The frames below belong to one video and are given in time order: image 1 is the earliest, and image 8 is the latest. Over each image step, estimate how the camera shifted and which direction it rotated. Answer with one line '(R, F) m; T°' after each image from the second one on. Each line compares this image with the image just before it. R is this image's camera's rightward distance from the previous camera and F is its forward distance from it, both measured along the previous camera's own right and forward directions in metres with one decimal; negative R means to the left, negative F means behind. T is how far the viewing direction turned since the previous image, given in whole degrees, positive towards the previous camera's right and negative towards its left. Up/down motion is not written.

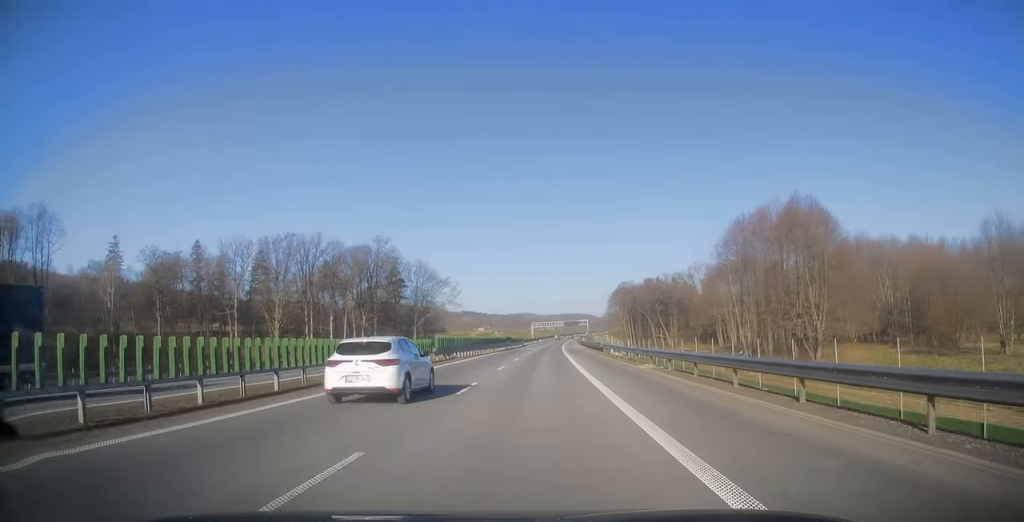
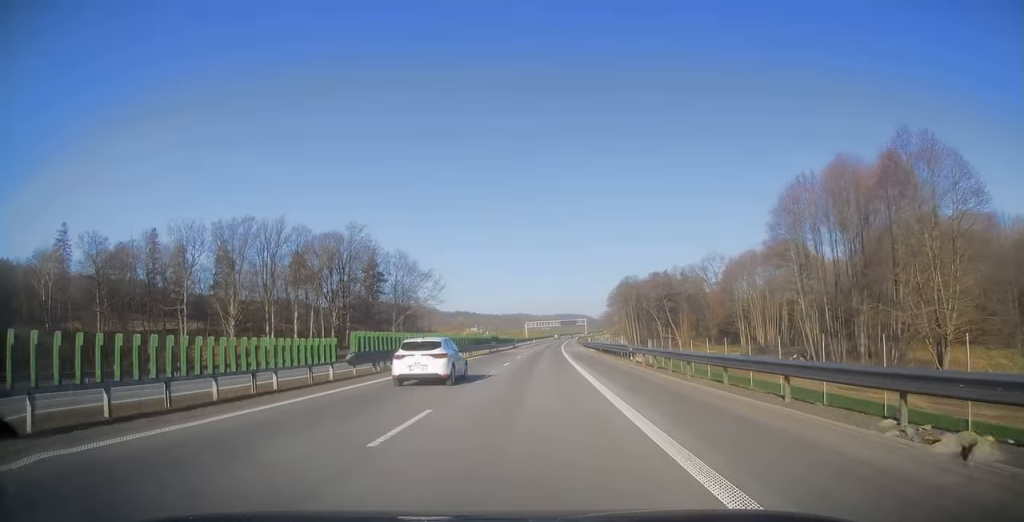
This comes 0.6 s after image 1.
(0.0, +19.4) m; 0°
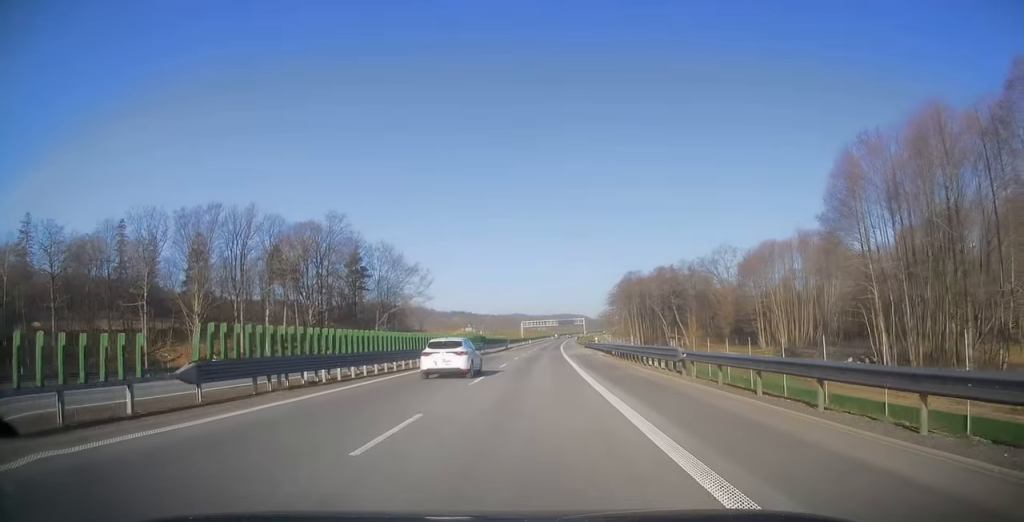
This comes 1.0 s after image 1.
(-0.2, +12.6) m; 0°
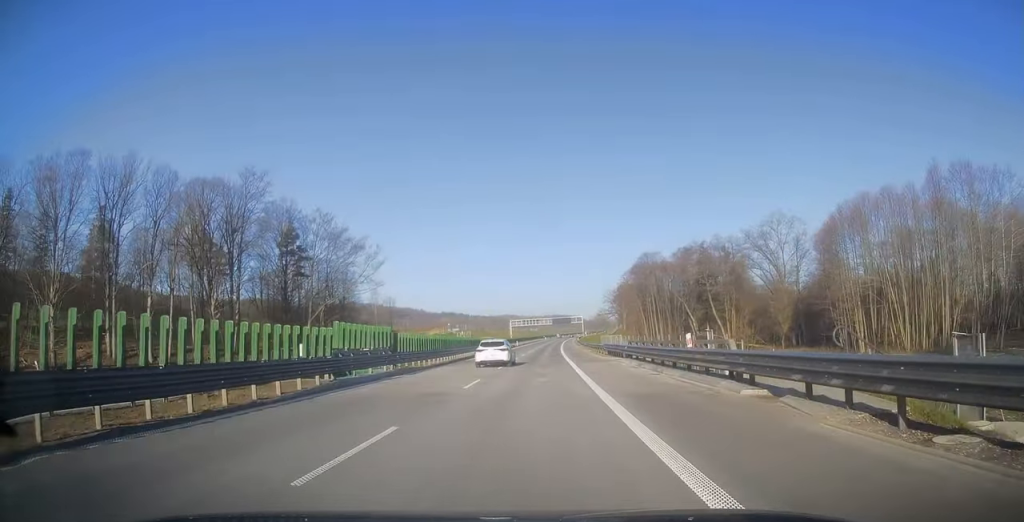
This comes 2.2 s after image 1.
(+0.4, +37.2) m; +1°
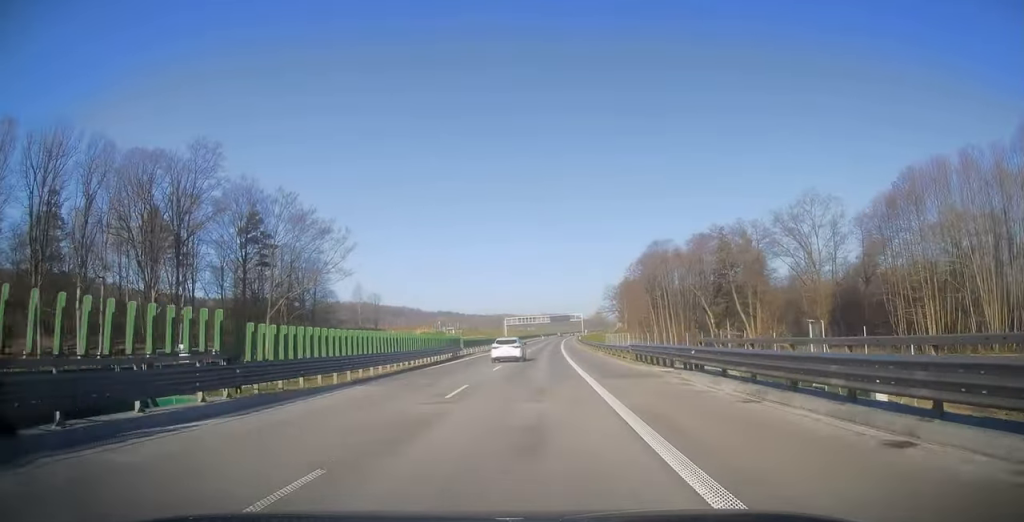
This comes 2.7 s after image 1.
(0.0, +15.2) m; 0°
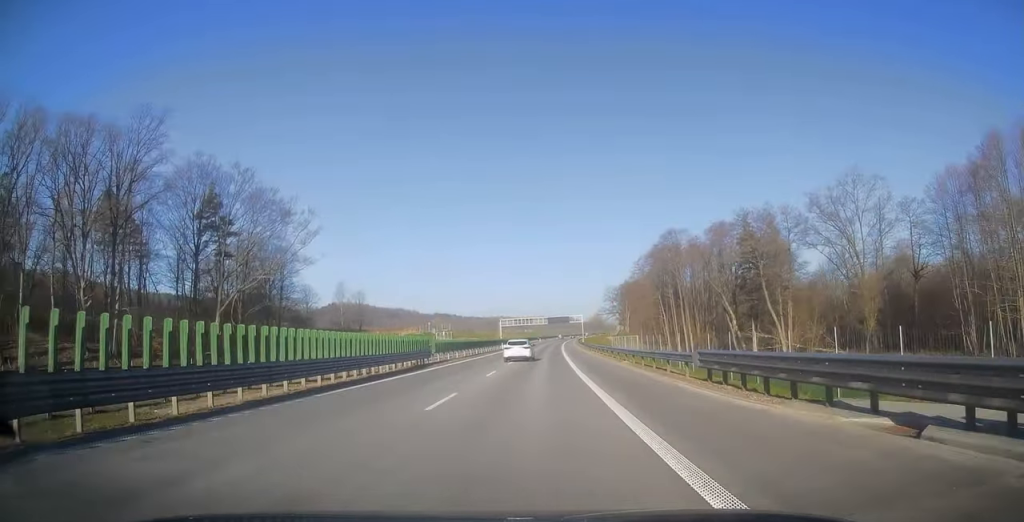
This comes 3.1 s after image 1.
(0.0, +14.2) m; 0°
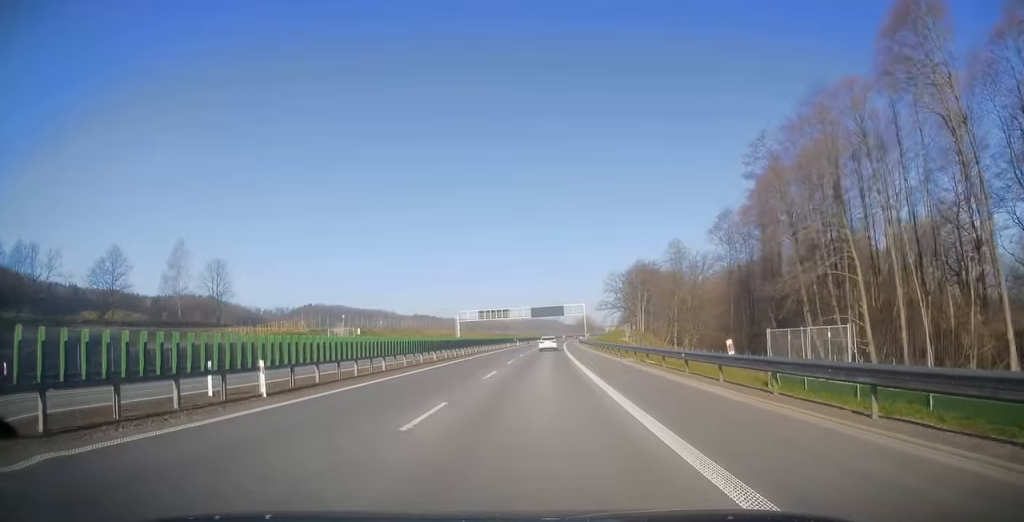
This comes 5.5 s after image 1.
(+2.0, +74.3) m; +2°
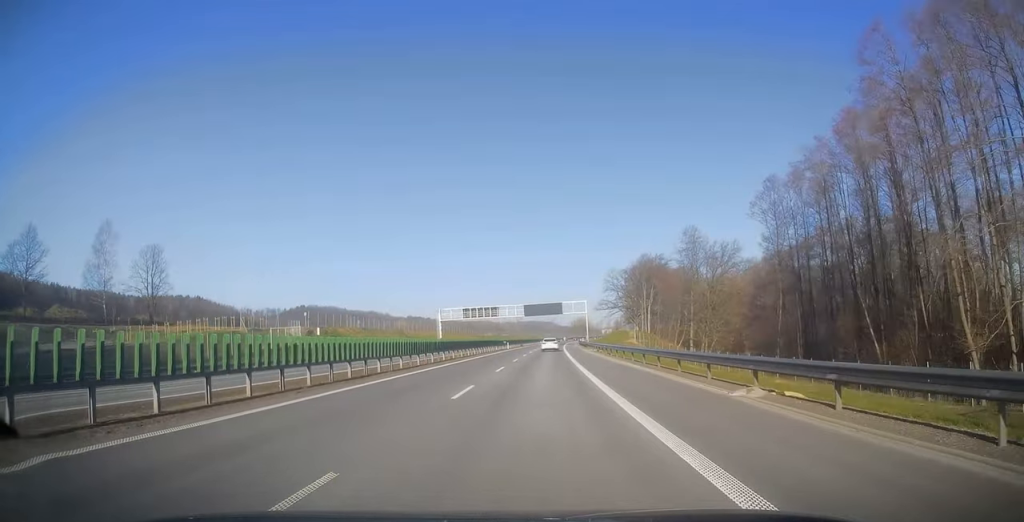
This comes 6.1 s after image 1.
(-0.3, +18.8) m; 0°
